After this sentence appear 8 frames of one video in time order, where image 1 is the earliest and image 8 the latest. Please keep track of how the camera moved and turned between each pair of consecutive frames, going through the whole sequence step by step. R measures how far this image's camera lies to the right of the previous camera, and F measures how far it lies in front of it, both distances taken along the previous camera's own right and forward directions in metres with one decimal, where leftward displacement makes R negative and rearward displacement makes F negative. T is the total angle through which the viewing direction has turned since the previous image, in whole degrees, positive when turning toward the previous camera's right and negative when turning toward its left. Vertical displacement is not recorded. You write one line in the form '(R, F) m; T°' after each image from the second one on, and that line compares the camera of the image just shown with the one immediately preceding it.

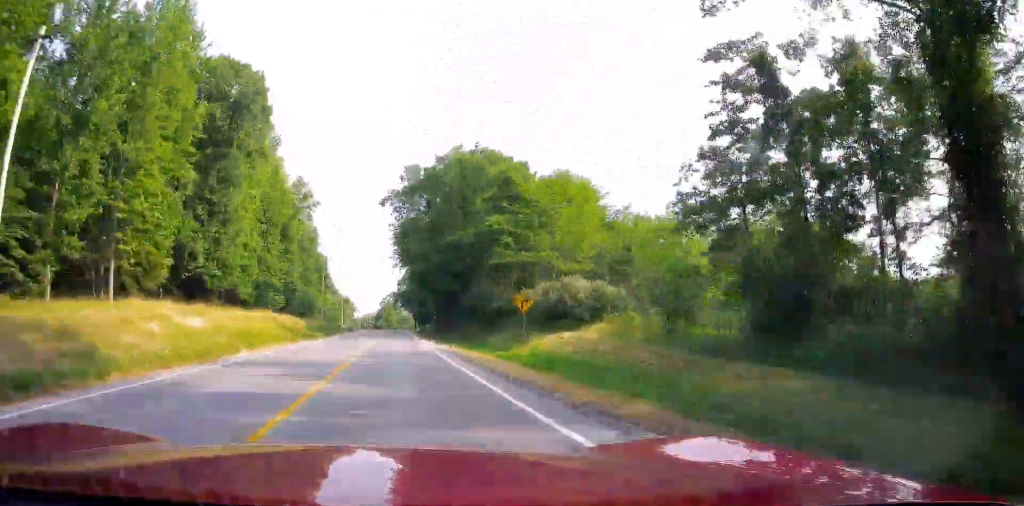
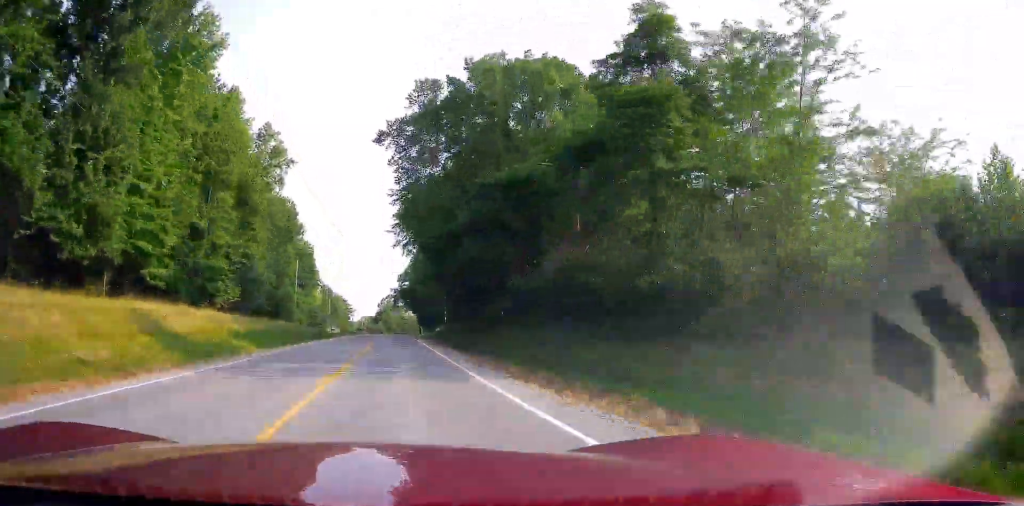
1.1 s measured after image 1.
(-0.1, +28.3) m; 0°
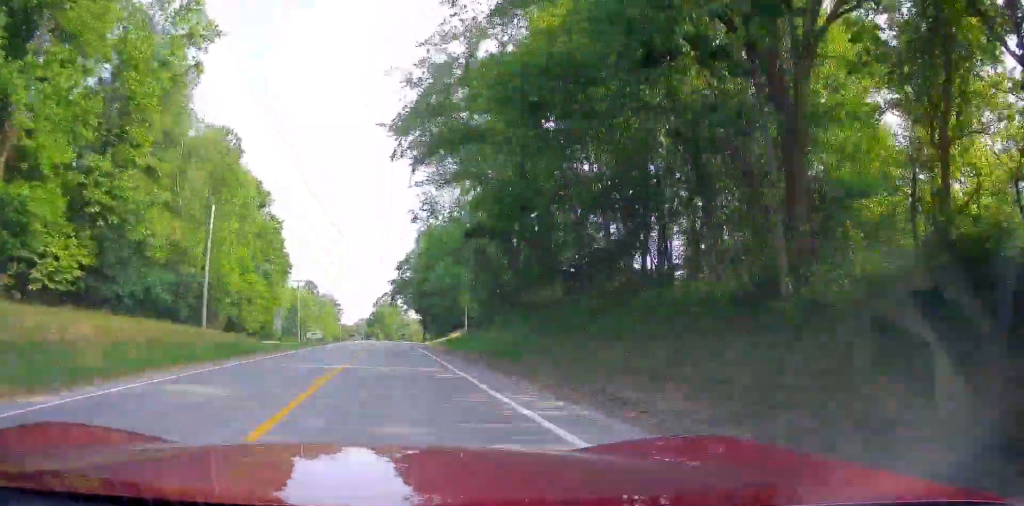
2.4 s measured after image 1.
(-1.0, +35.2) m; -1°
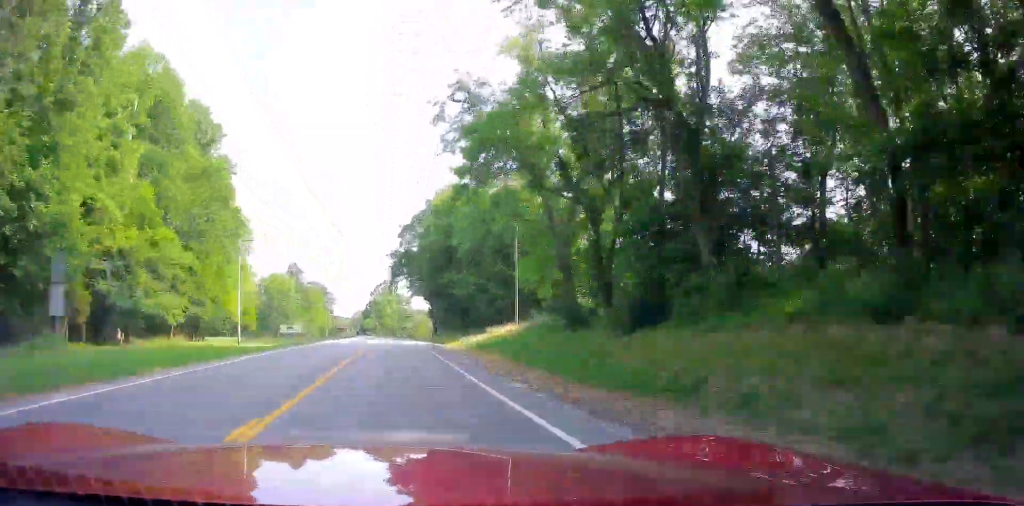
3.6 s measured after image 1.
(+0.4, +31.7) m; +1°
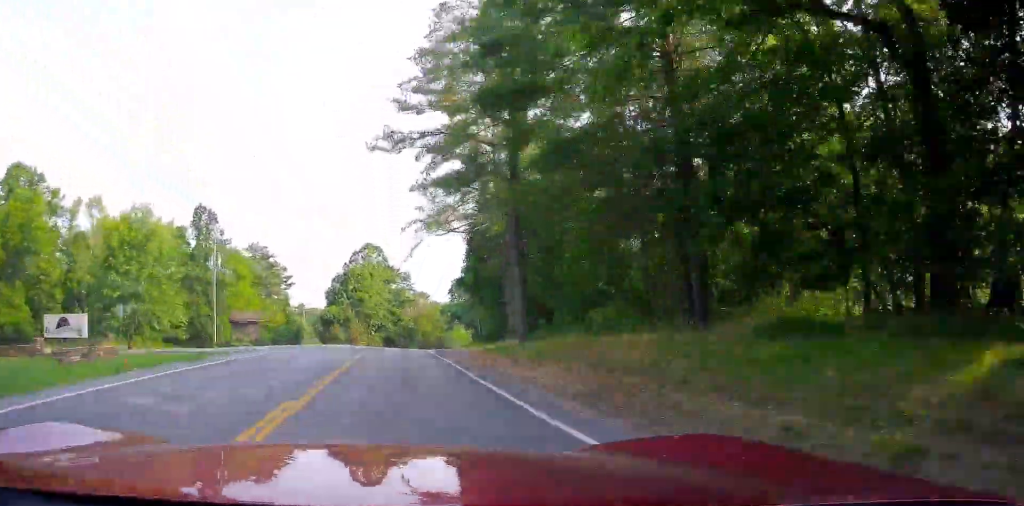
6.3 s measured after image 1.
(+1.4, +70.7) m; +1°
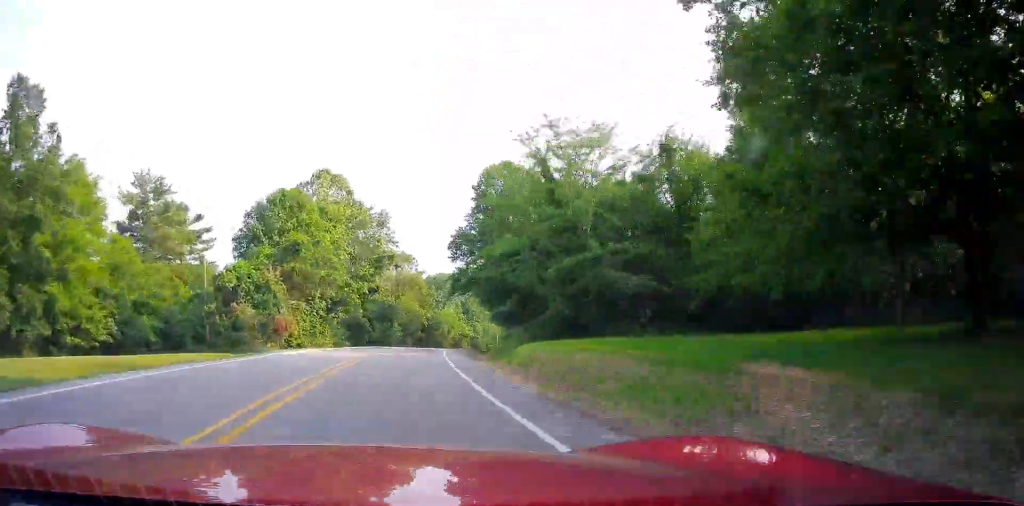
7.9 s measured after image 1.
(-0.2, +44.7) m; +2°
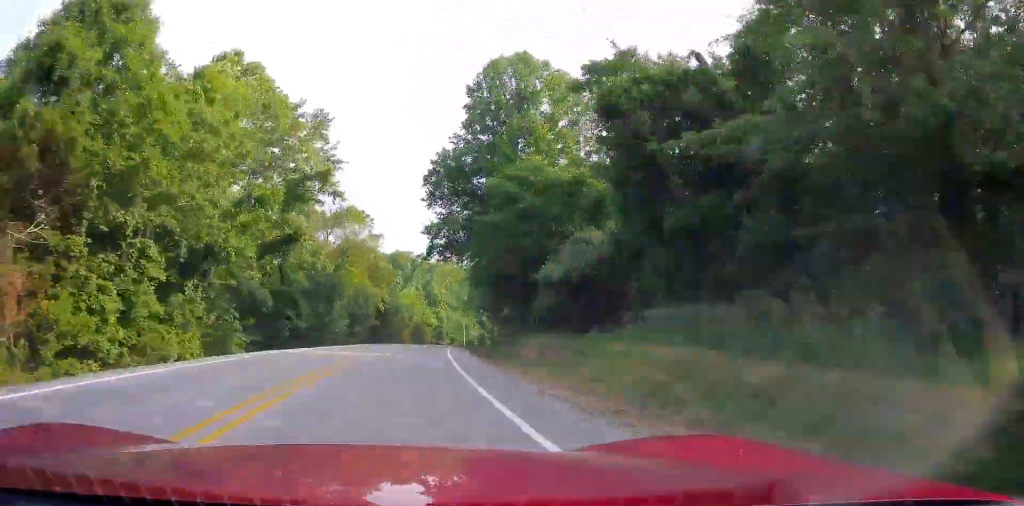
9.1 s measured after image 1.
(+0.3, +30.7) m; +2°
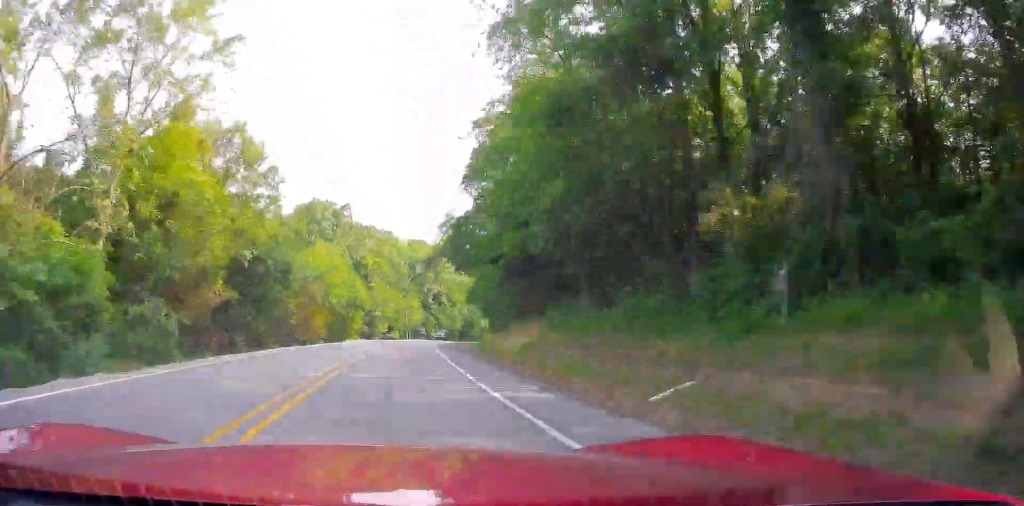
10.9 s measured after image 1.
(+2.0, +49.3) m; +5°
